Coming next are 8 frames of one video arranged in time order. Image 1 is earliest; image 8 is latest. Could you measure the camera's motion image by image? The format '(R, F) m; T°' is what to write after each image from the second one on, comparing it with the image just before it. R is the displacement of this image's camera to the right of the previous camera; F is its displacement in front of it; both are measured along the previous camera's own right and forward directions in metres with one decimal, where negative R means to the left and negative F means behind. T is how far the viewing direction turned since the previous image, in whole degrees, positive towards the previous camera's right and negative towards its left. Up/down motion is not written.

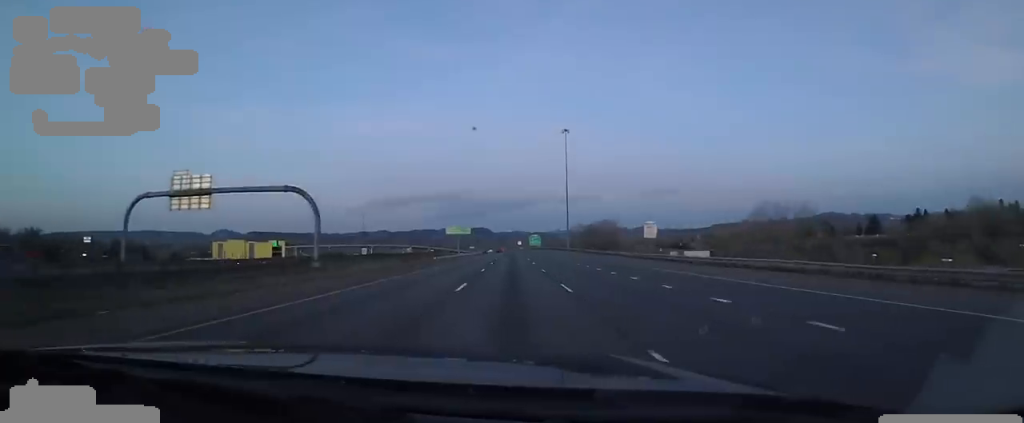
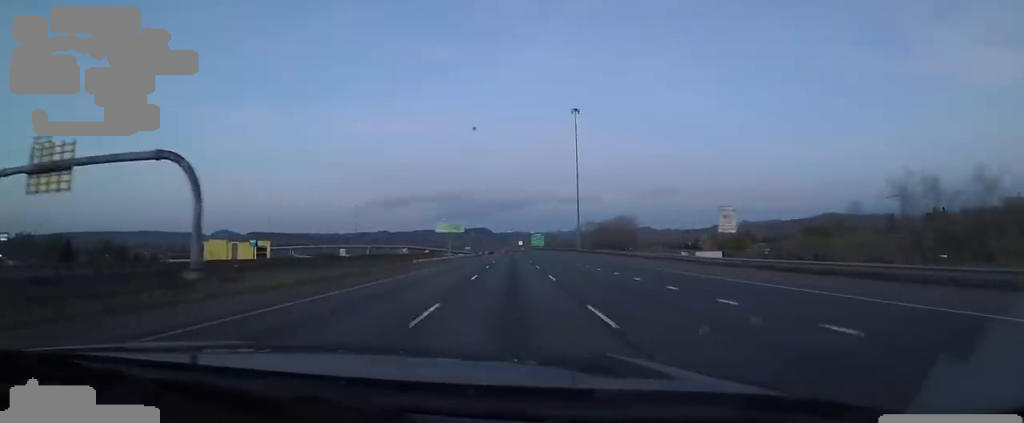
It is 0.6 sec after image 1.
(+0.3, +18.9) m; 0°
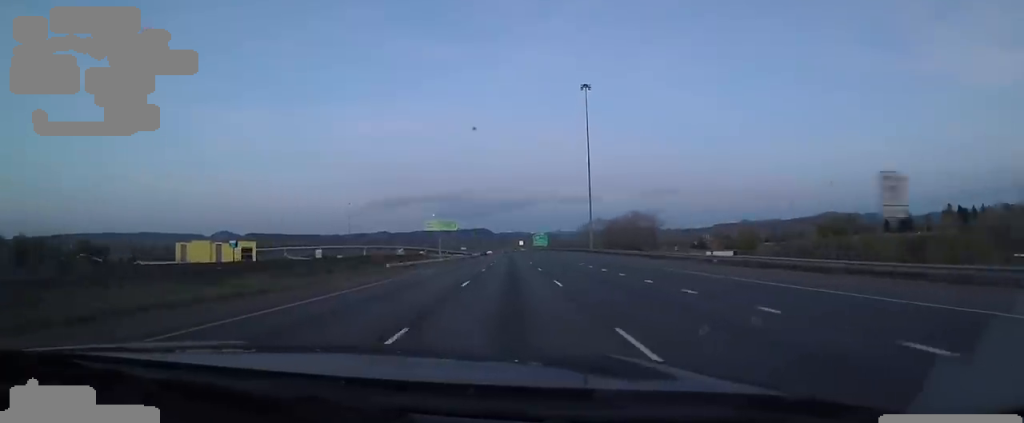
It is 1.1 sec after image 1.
(-1.0, +15.8) m; 0°
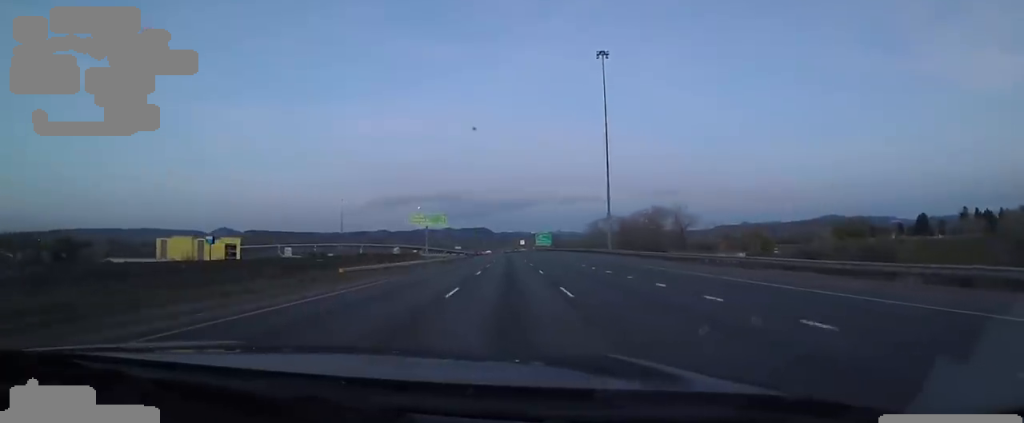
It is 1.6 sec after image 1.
(-0.2, +15.9) m; +1°
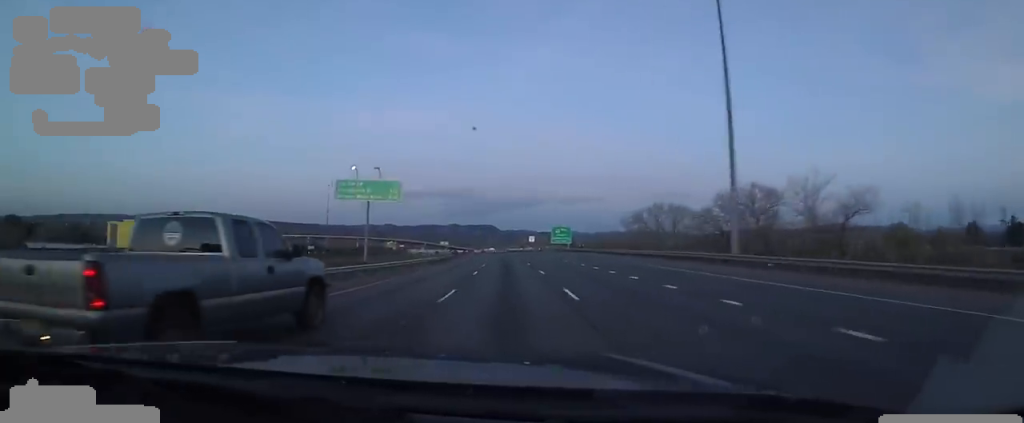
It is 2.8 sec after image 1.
(+1.5, +38.3) m; 0°
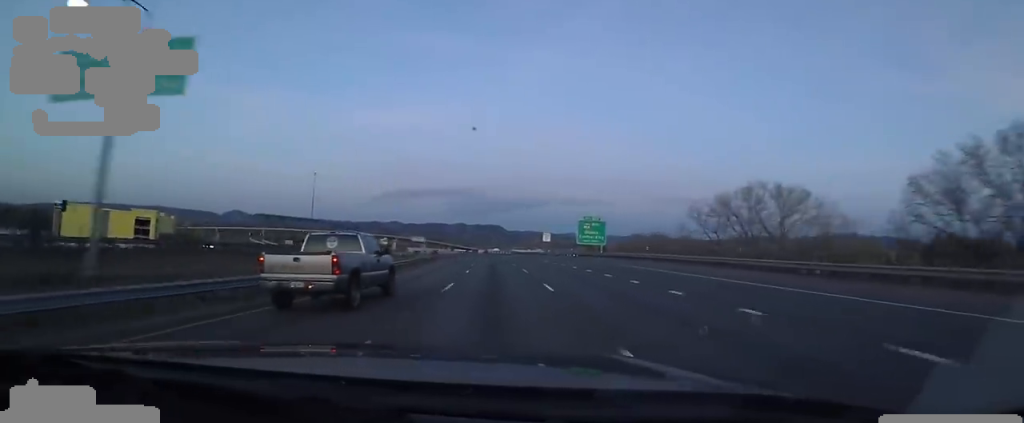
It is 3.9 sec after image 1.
(-1.0, +33.6) m; -2°
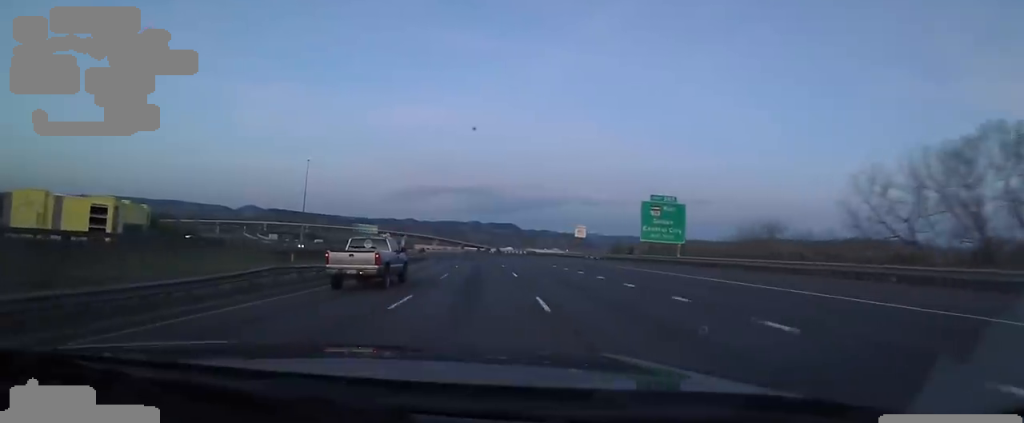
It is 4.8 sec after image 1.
(-0.2, +29.1) m; -2°
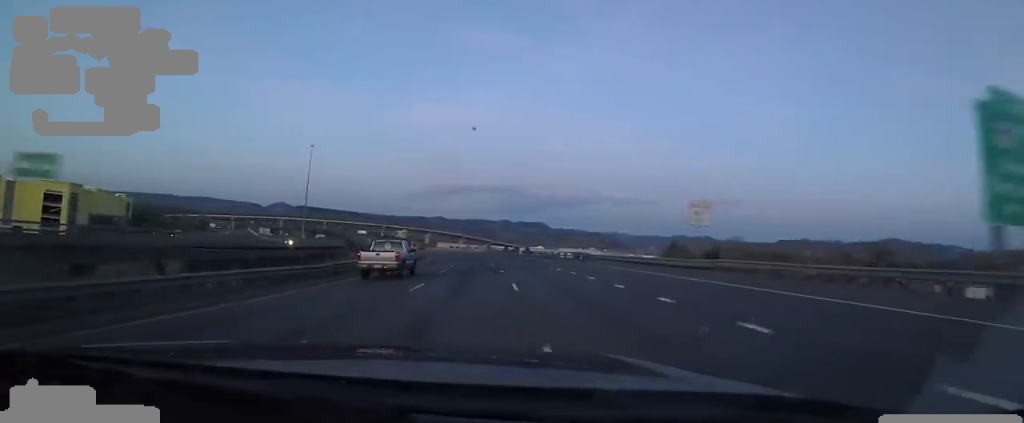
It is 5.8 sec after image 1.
(-0.9, +31.2) m; -4°
